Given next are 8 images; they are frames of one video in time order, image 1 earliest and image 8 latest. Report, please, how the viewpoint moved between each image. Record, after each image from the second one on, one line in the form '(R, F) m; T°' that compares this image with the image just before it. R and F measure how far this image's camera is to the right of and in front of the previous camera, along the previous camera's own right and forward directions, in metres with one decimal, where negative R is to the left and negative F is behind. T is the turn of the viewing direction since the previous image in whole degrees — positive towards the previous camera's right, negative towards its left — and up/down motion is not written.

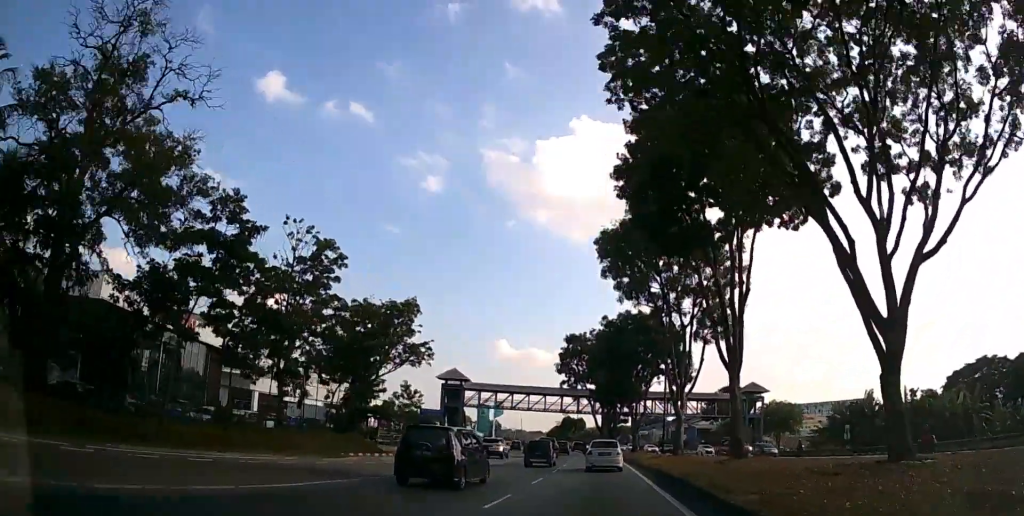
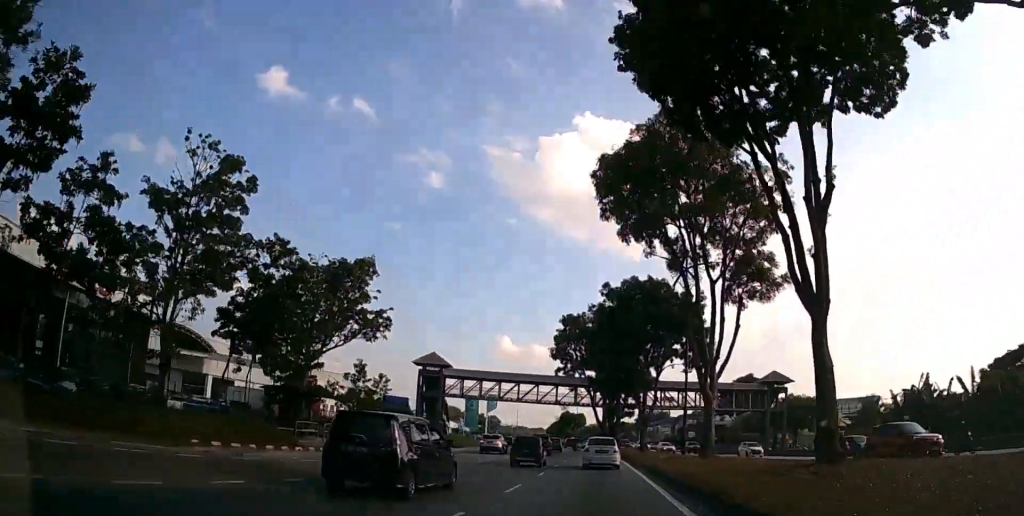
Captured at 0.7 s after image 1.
(0.0, +11.1) m; 0°
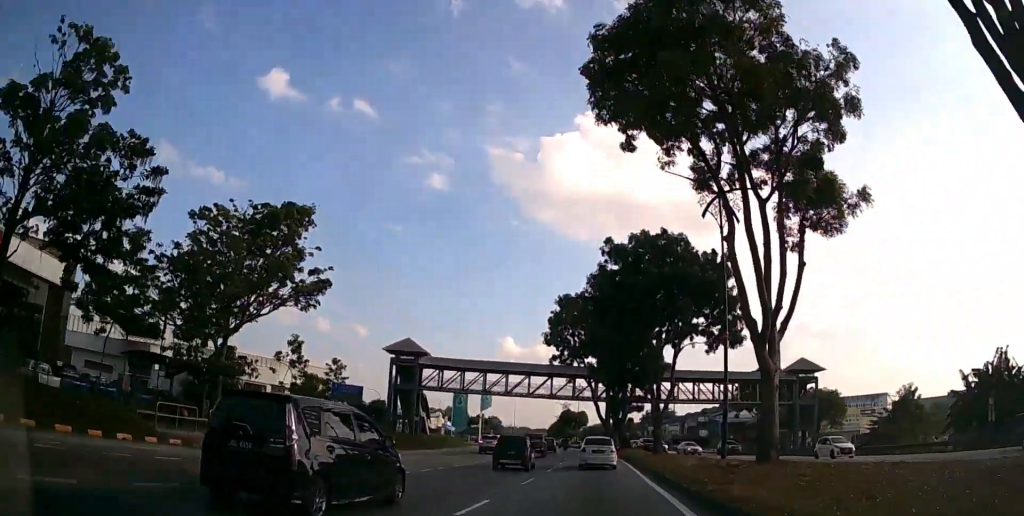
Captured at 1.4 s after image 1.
(0.0, +10.9) m; -1°
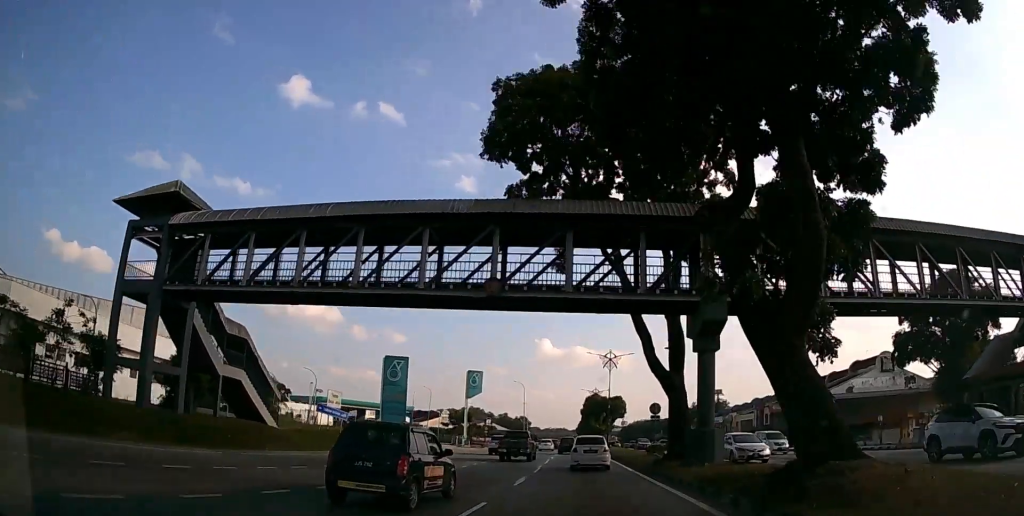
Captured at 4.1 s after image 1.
(-1.4, +42.9) m; -4°
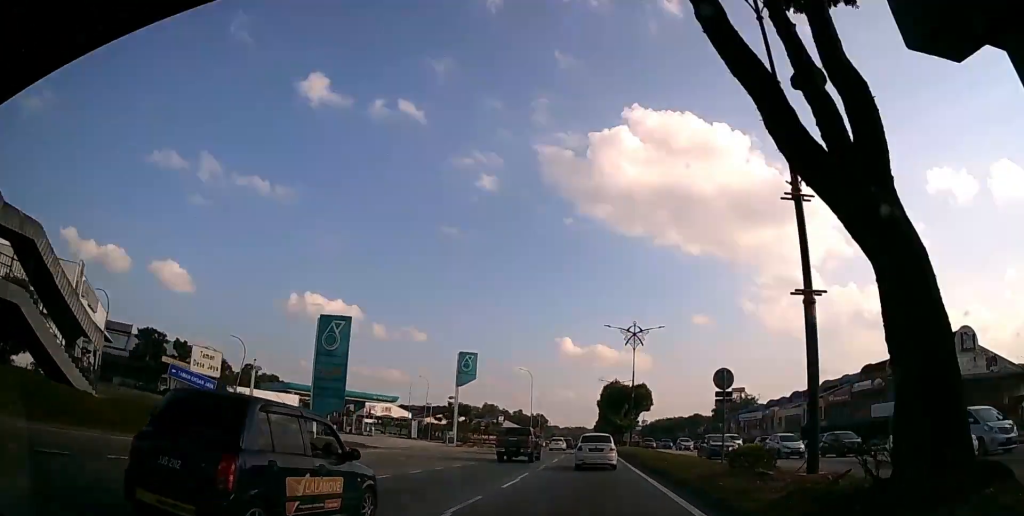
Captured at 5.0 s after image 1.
(-0.2, +16.0) m; -2°
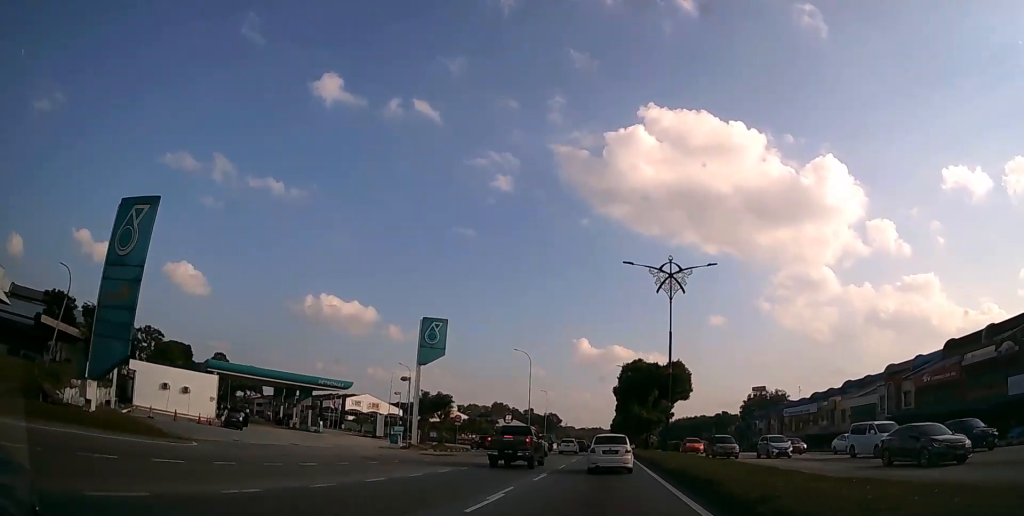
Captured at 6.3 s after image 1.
(-0.5, +20.8) m; -3°
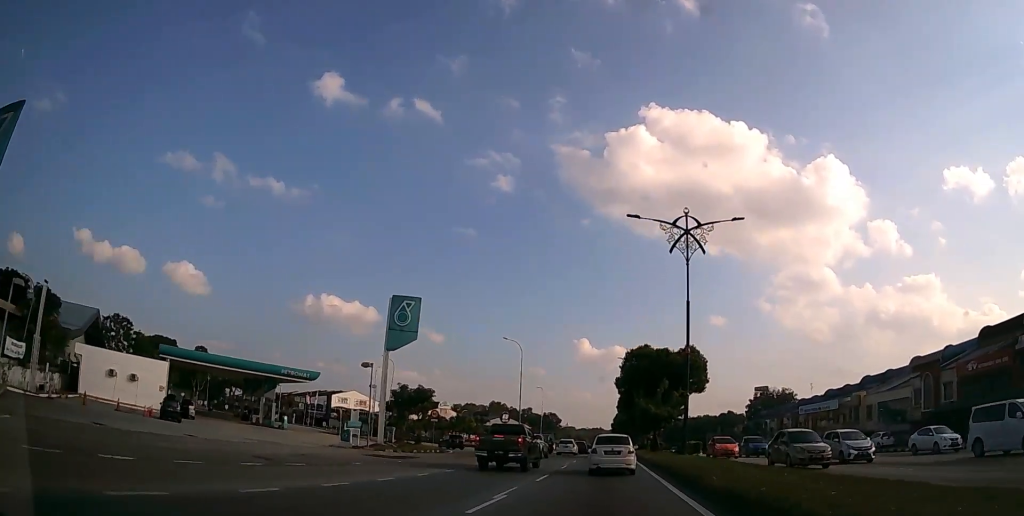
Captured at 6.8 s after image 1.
(0.0, +7.4) m; -1°
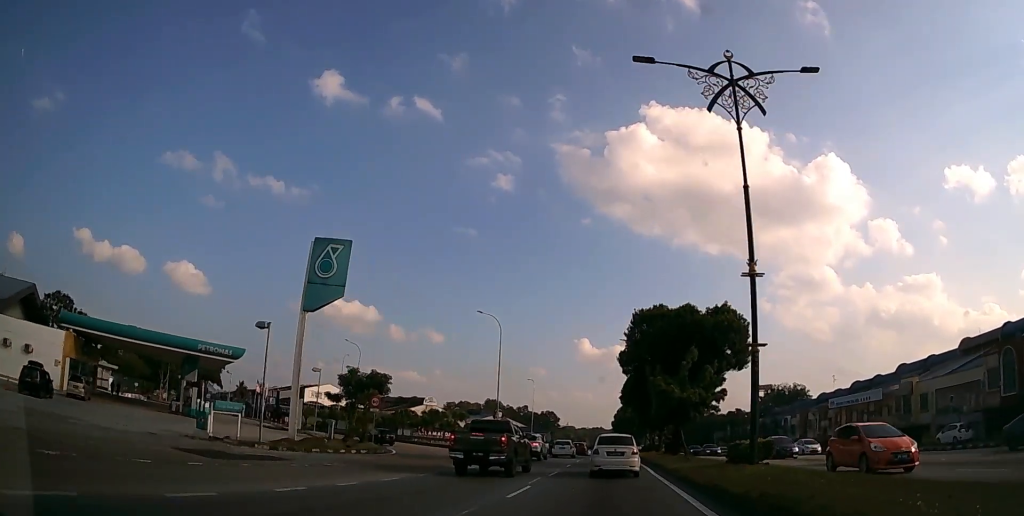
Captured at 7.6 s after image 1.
(-0.2, +13.5) m; 0°
